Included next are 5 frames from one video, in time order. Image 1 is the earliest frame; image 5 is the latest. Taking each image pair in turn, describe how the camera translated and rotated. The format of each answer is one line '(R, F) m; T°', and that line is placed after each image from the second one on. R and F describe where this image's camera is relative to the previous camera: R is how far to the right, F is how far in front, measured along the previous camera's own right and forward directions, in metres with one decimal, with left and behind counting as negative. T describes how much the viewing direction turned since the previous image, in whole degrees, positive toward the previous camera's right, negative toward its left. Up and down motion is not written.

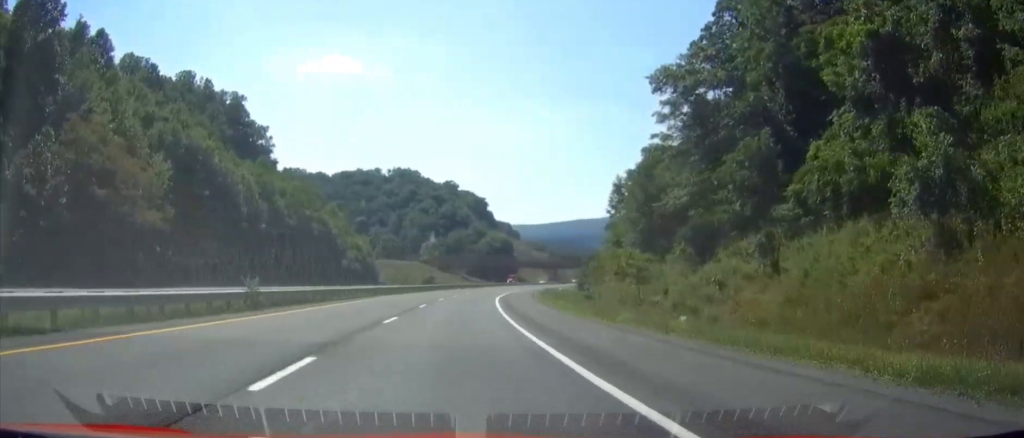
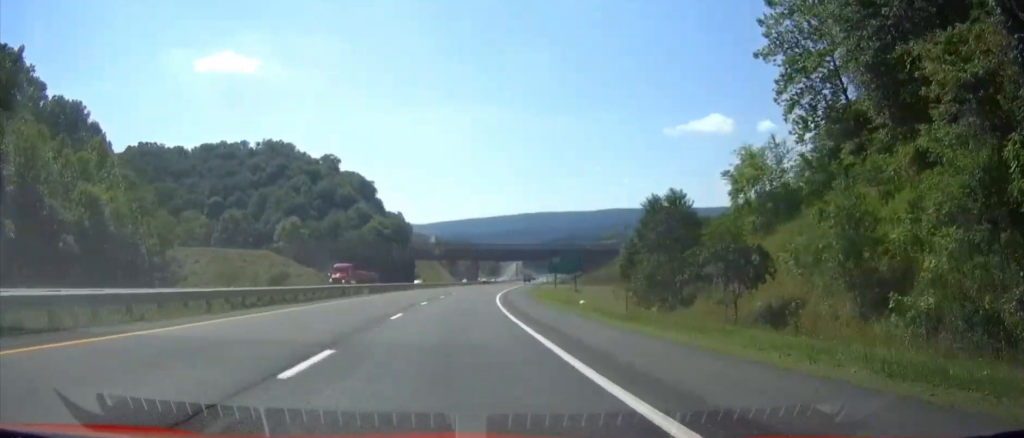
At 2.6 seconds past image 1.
(+16.1, +85.8) m; +17°
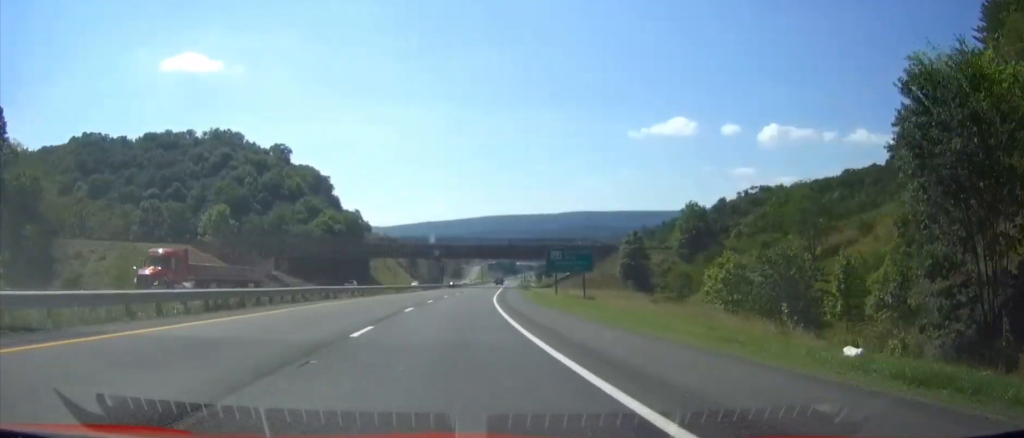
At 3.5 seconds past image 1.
(+0.7, +31.7) m; +3°
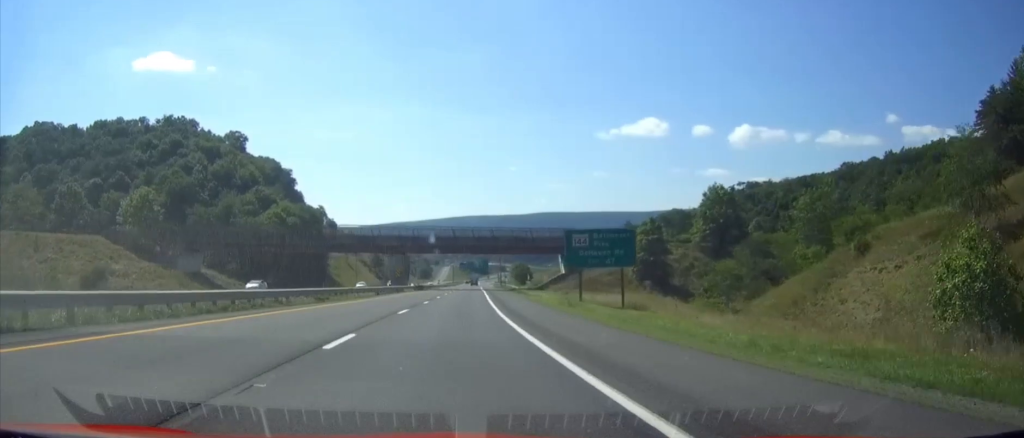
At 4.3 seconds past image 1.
(+0.4, +27.2) m; +3°
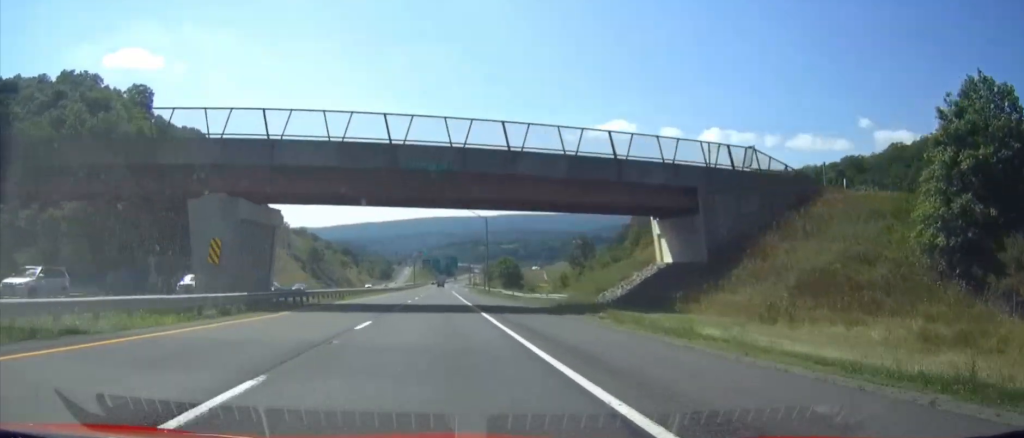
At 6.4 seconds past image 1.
(+3.7, +70.4) m; +4°
